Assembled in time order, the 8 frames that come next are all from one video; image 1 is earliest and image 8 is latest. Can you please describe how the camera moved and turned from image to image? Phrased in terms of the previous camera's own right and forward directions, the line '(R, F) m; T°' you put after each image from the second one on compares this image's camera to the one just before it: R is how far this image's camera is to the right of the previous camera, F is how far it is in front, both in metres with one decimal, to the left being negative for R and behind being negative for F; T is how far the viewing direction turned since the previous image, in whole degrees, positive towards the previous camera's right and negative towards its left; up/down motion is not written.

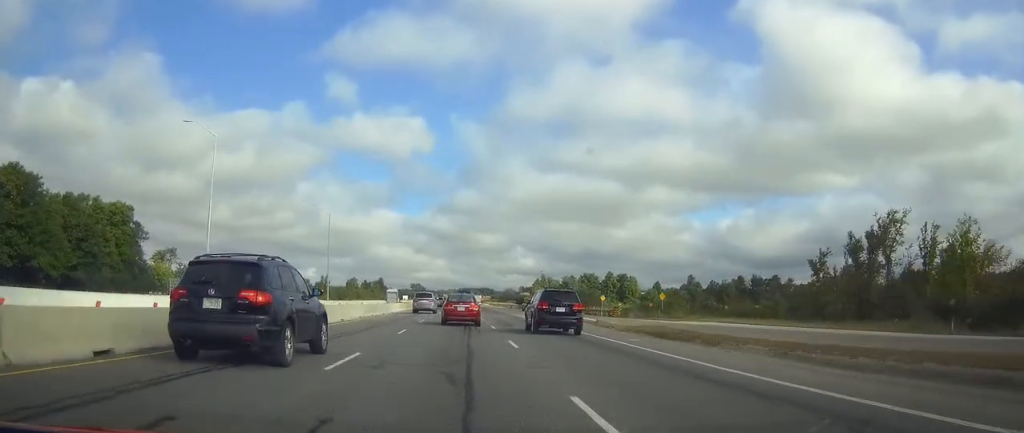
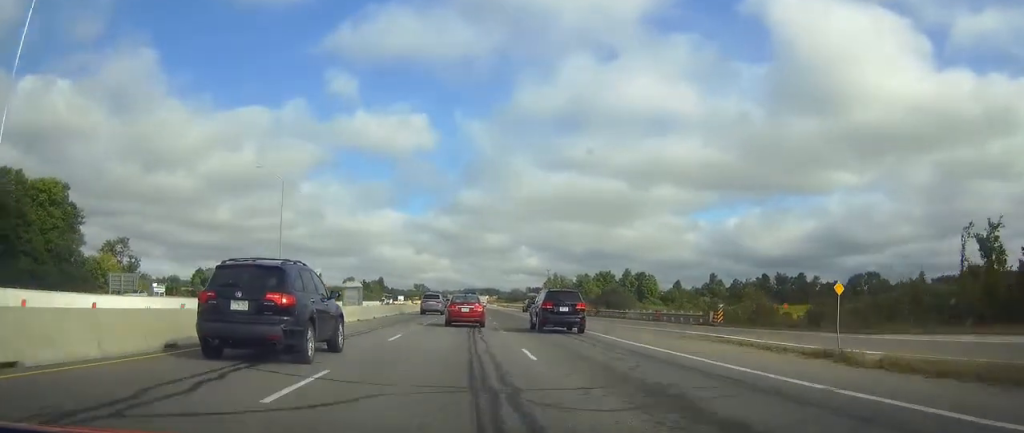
(-0.1, +26.9) m; 0°
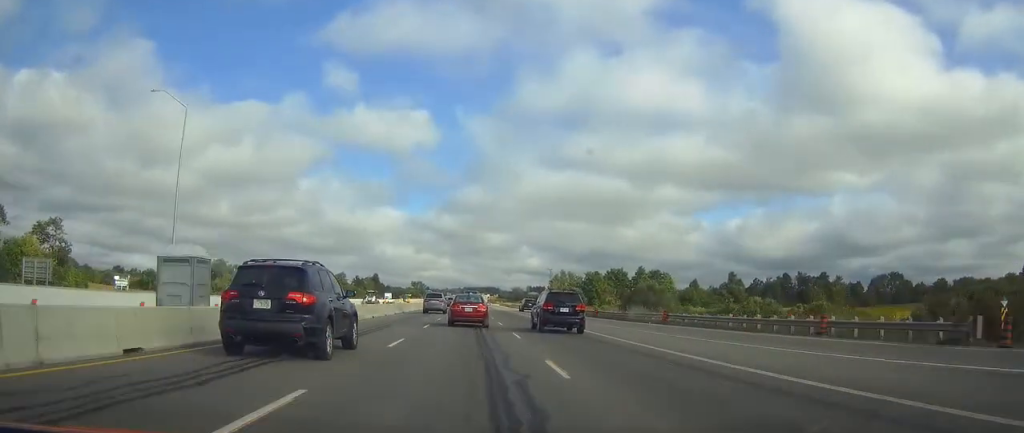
(0.0, +26.1) m; 0°
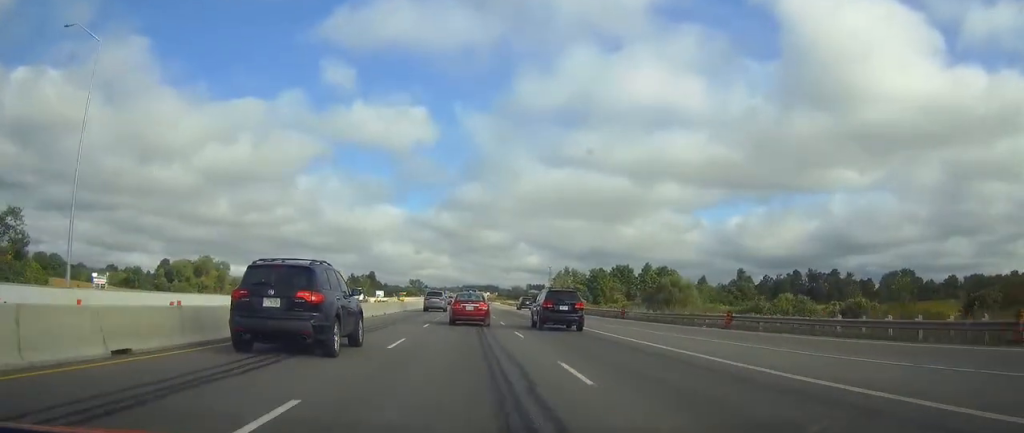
(0.0, +12.6) m; 0°
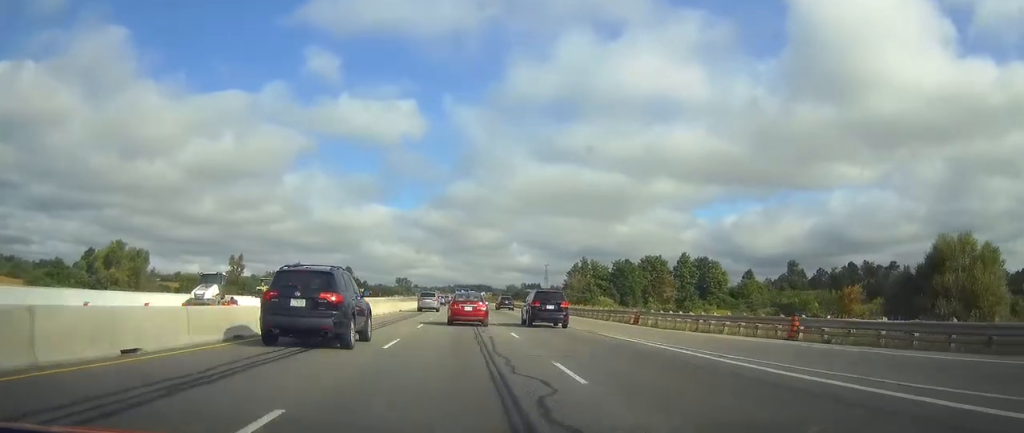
(+0.2, +59.5) m; 0°
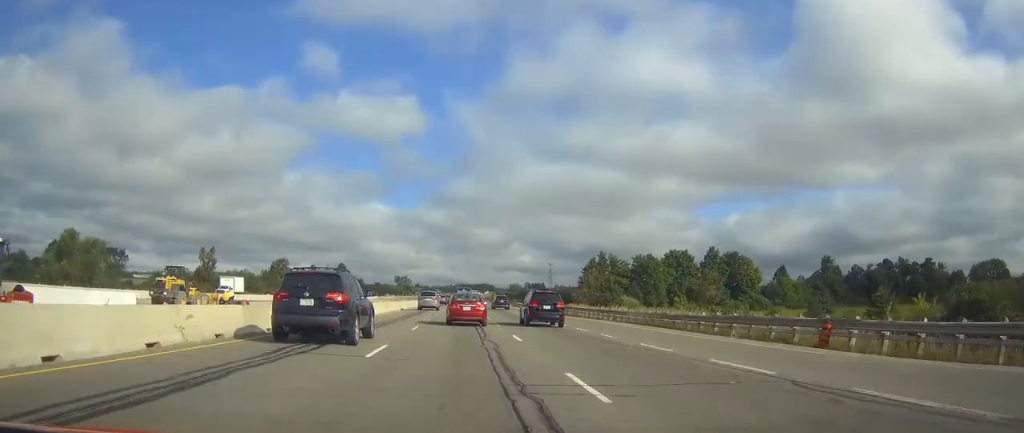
(0.0, +25.7) m; 0°
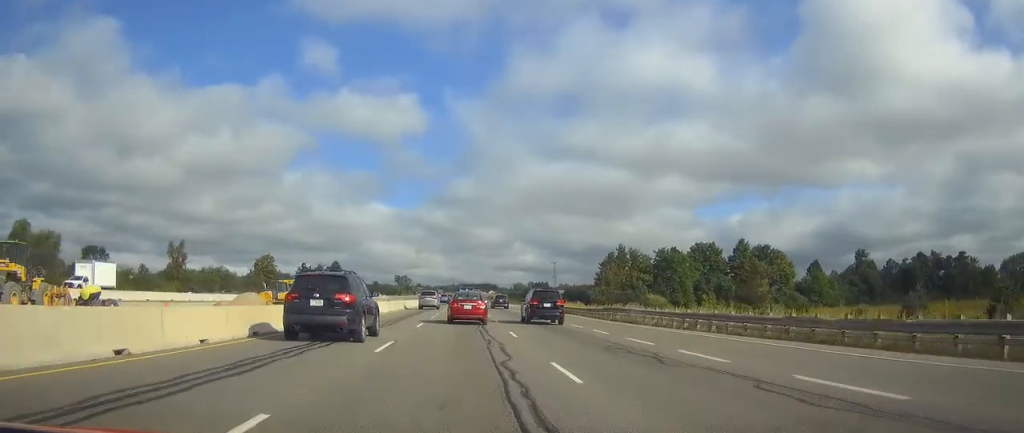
(+0.1, +21.8) m; 0°
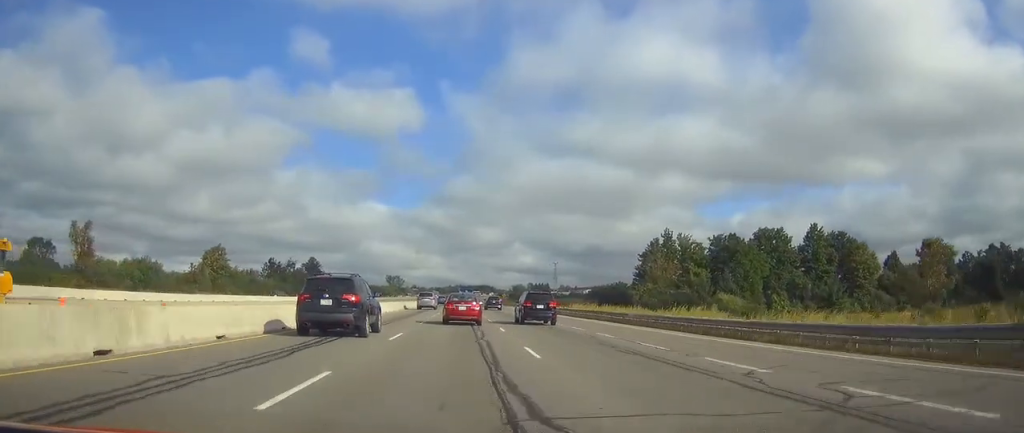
(-0.1, +43.5) m; 0°
